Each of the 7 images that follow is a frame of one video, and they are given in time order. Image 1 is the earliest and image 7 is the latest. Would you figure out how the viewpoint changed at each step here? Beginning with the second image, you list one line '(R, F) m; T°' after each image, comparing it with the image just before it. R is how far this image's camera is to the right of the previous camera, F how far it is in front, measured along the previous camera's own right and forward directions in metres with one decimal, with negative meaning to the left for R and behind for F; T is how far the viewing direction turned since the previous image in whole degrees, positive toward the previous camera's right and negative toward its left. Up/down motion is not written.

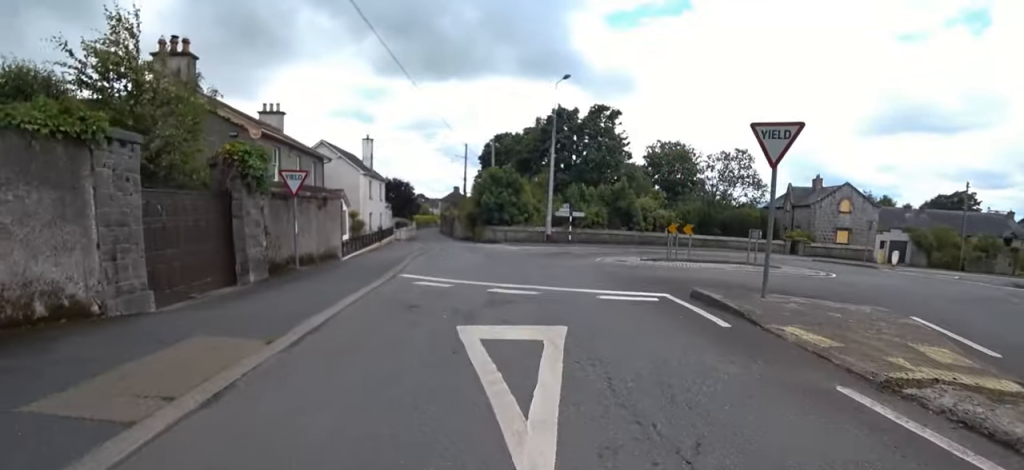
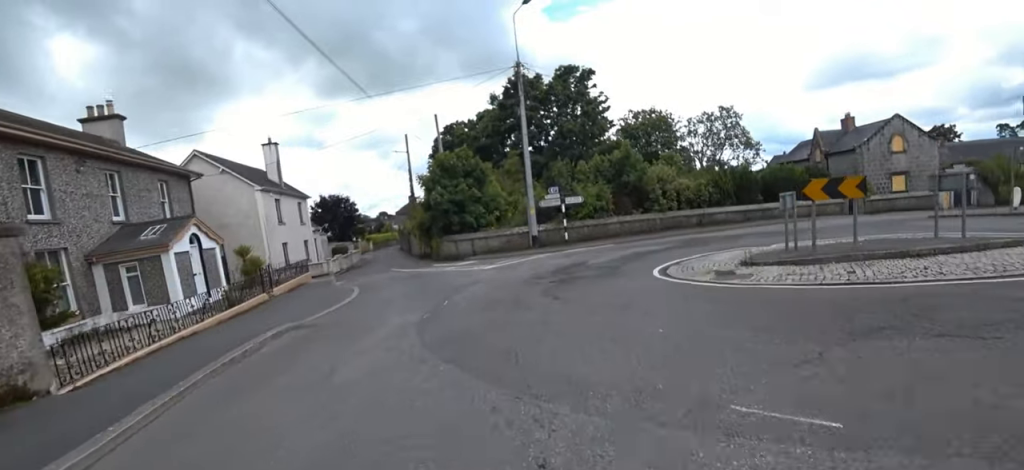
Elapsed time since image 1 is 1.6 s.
(+0.2, +7.5) m; +2°
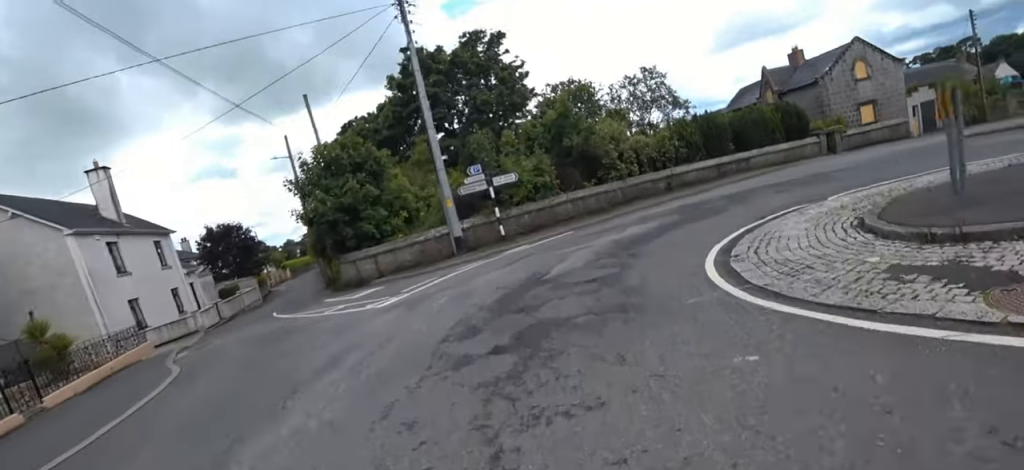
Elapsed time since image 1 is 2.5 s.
(+0.1, +4.7) m; +10°
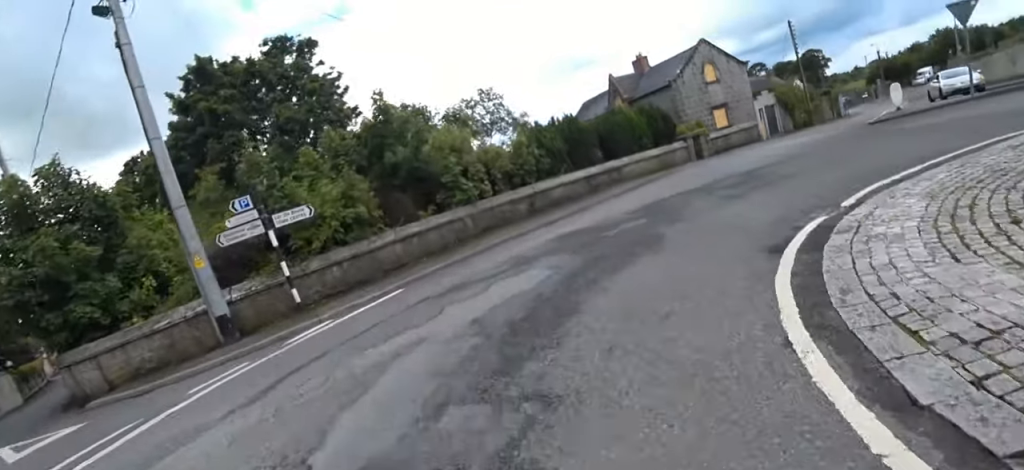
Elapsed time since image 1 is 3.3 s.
(+0.1, +4.2) m; +18°
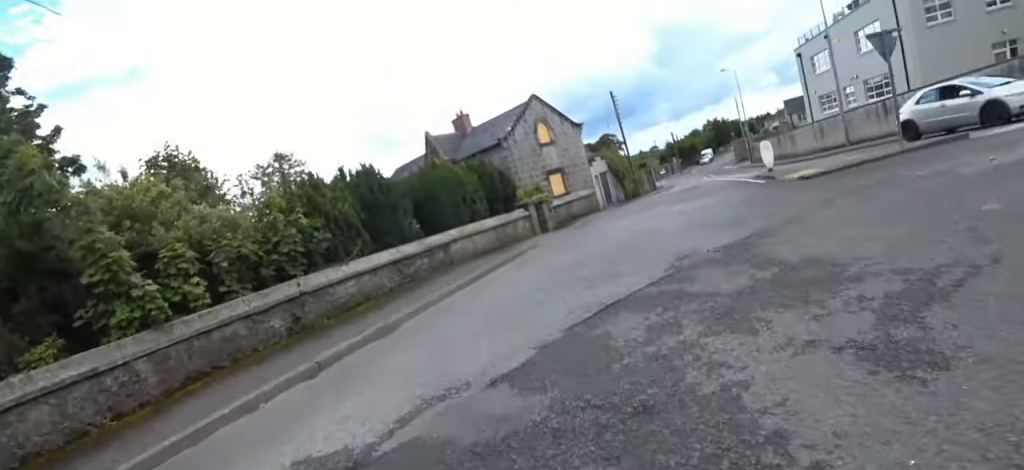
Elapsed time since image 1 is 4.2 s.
(+1.6, +5.6) m; +18°
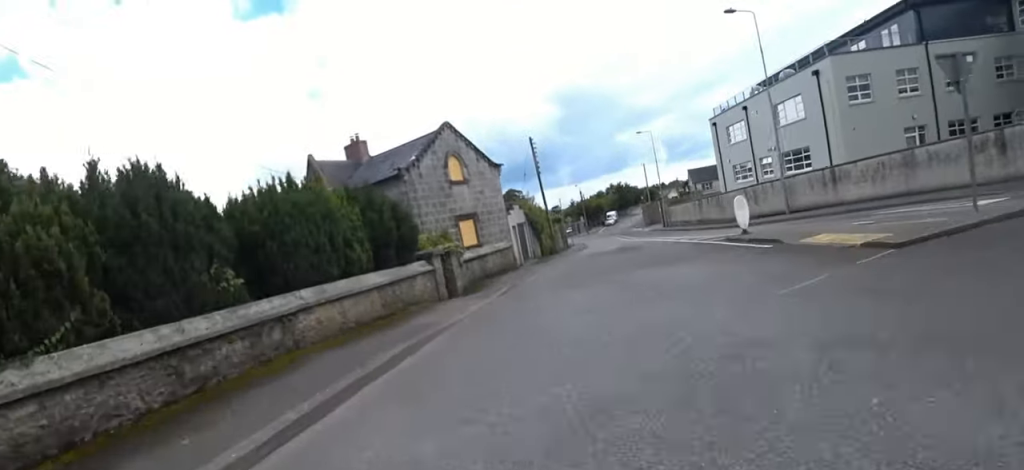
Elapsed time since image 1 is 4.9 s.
(0.0, +4.7) m; +11°
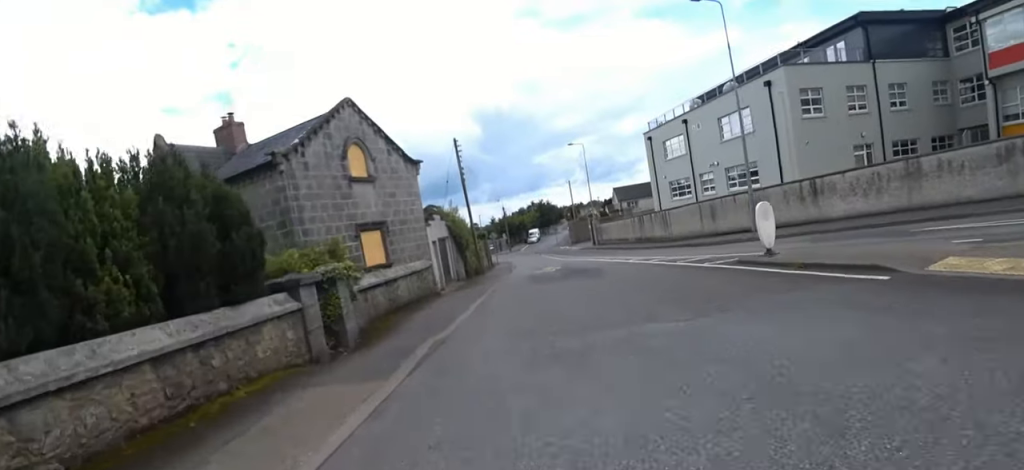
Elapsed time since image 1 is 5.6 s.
(+0.7, +4.9) m; +9°
